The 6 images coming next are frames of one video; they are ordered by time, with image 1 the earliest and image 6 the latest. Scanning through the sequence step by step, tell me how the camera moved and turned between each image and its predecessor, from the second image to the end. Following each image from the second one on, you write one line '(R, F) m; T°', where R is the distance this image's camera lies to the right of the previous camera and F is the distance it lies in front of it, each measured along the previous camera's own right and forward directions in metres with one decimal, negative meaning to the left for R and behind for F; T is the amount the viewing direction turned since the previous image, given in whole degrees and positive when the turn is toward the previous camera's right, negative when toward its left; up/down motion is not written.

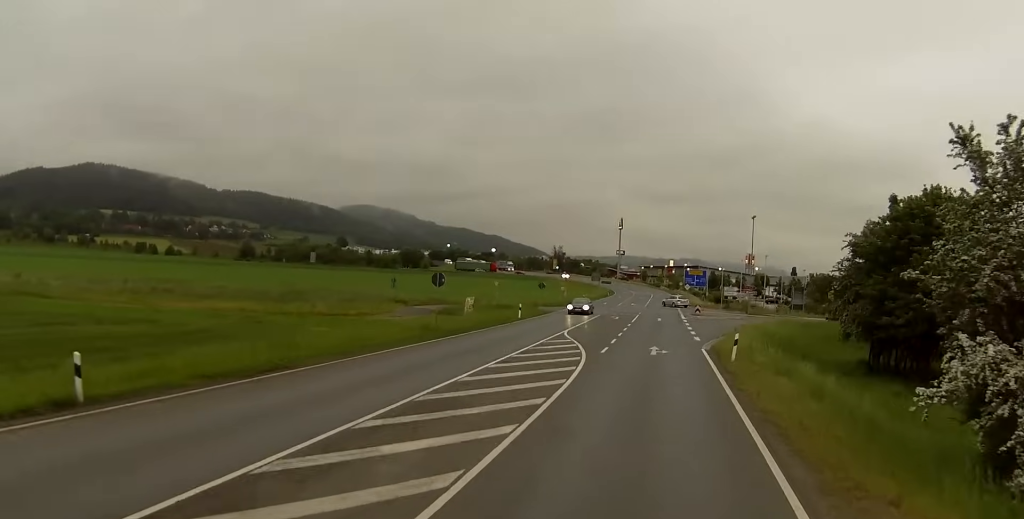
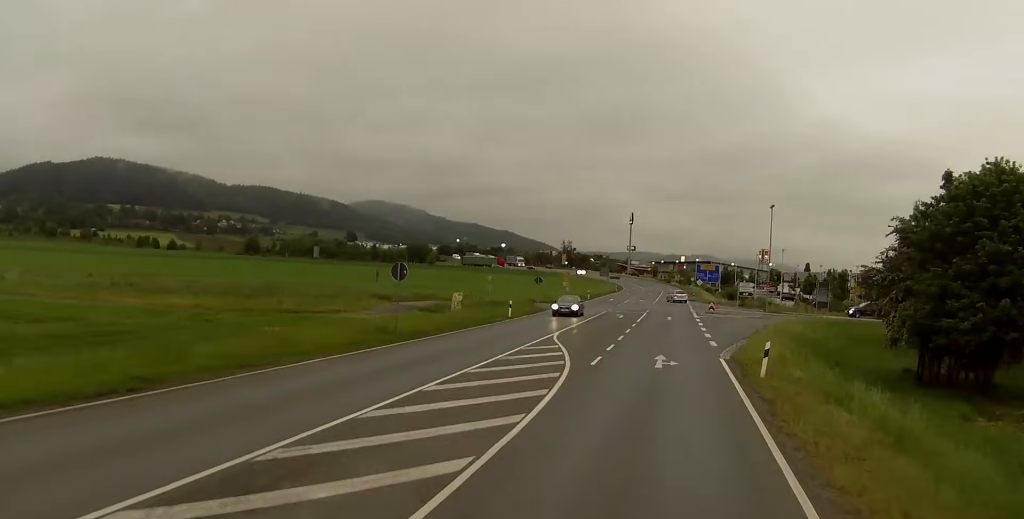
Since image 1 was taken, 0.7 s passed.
(0.0, +7.5) m; 0°
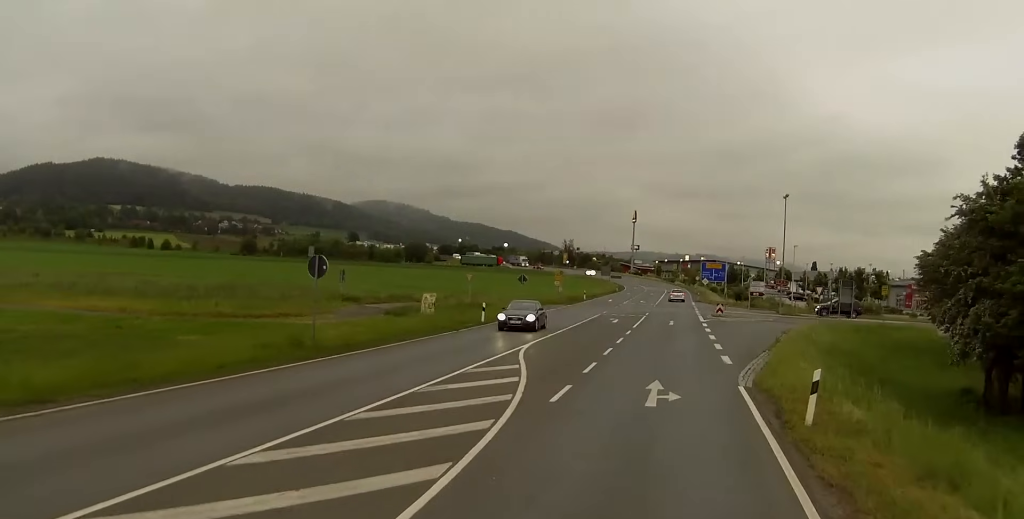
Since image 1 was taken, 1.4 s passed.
(0.0, +8.3) m; 0°
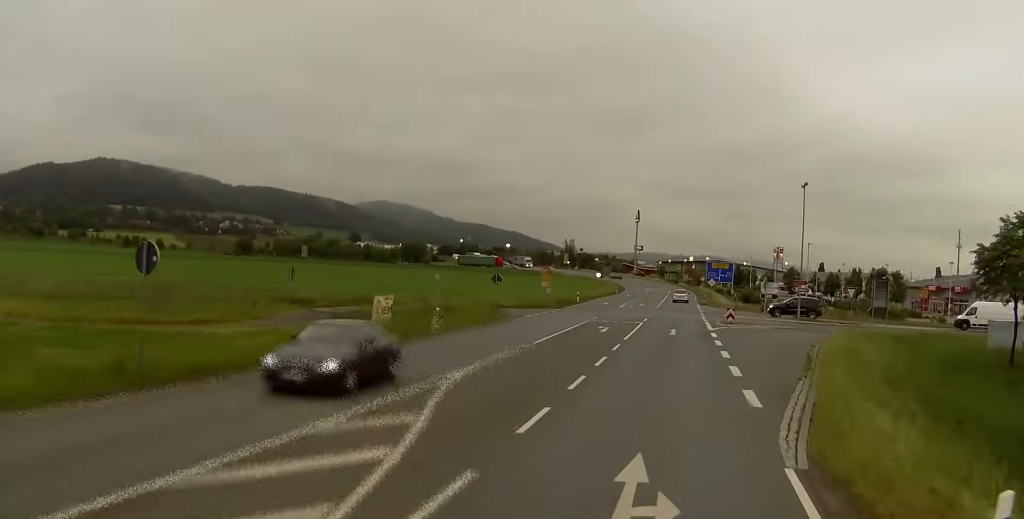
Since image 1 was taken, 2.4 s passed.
(0.0, +9.6) m; +1°
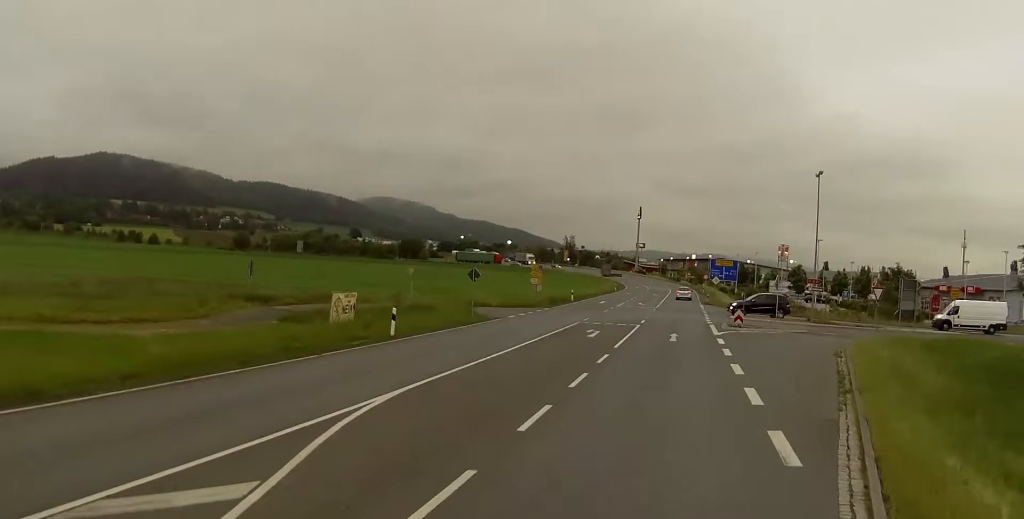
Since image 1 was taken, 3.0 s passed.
(+0.2, +6.0) m; +1°
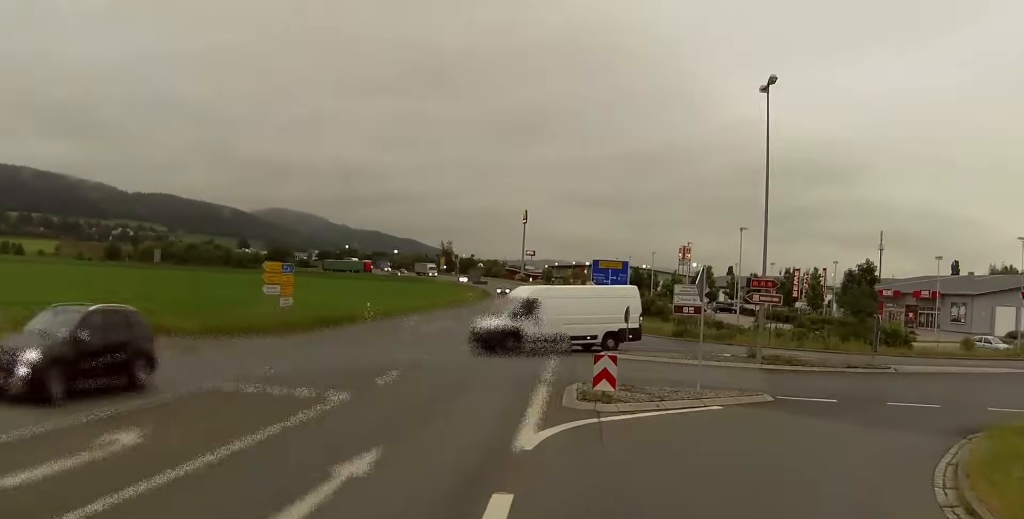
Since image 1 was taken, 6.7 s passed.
(+0.3, +28.8) m; +2°
